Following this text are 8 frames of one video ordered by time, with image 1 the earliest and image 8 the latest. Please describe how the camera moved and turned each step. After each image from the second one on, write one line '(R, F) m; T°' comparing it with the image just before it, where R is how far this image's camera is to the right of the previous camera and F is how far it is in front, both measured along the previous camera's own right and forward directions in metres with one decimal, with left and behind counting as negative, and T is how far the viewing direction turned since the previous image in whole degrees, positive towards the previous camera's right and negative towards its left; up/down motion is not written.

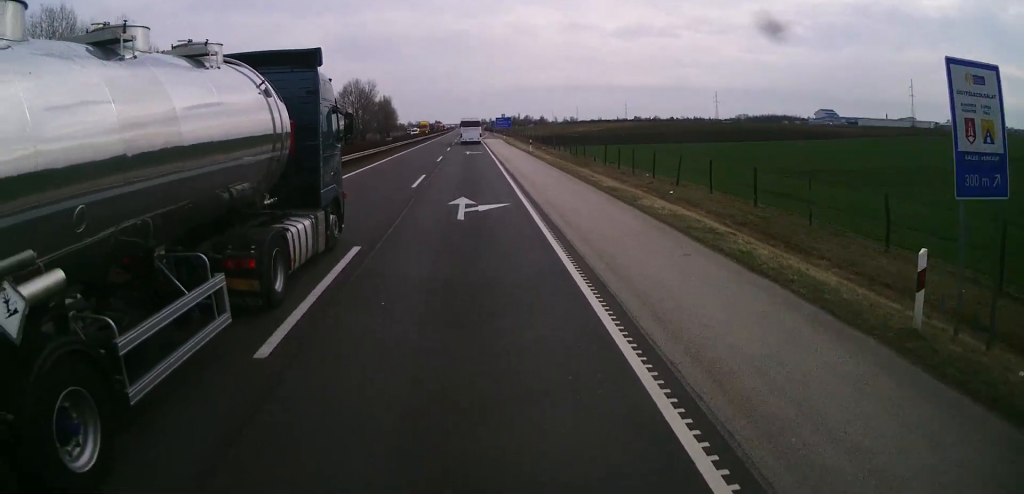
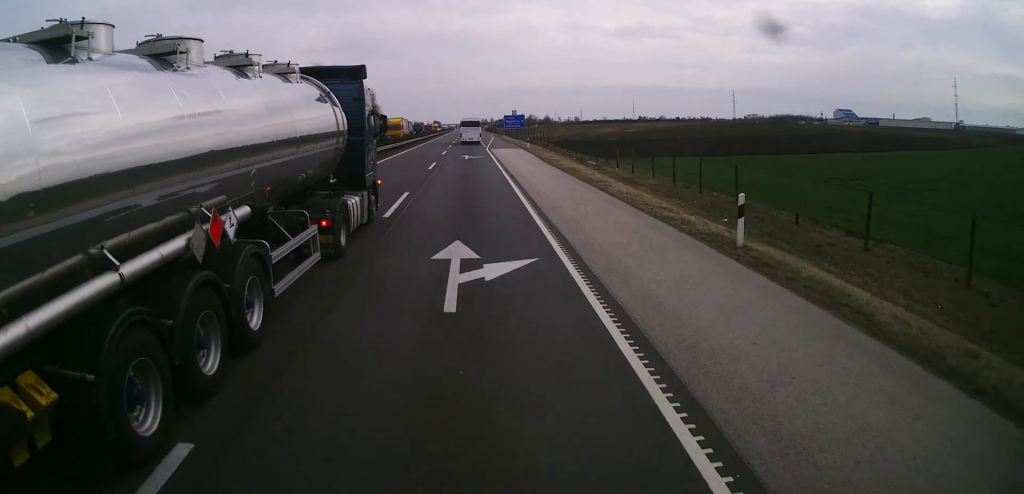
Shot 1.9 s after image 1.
(+1.1, +44.2) m; +1°
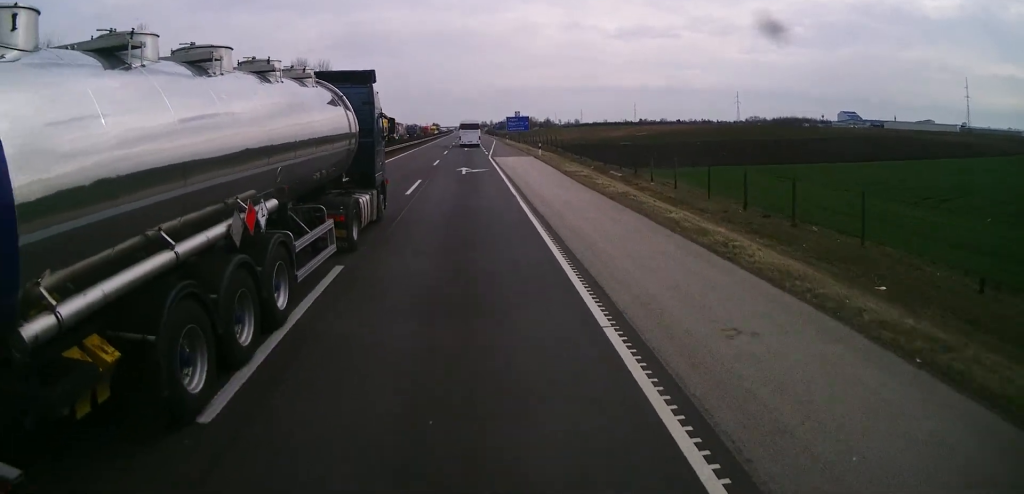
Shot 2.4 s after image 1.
(-0.1, +11.6) m; 0°
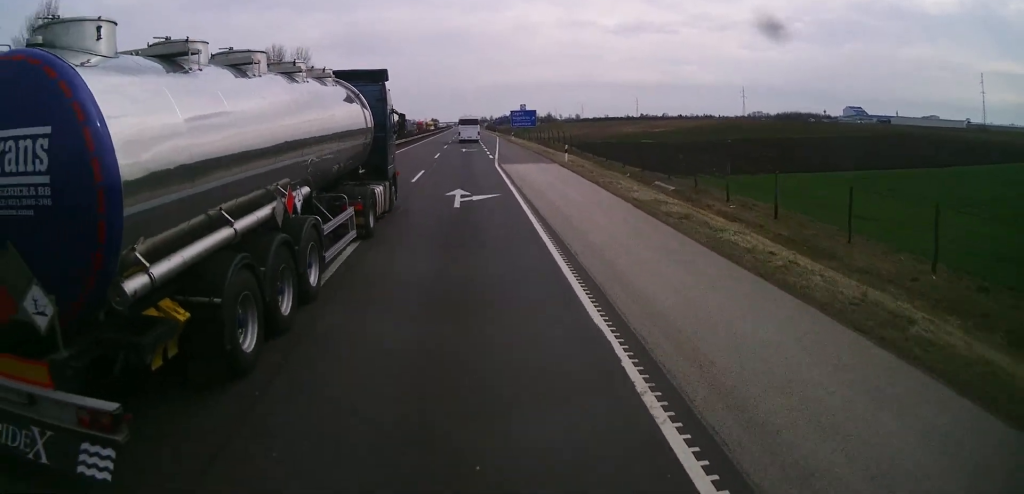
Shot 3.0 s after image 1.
(-0.4, +14.7) m; -1°
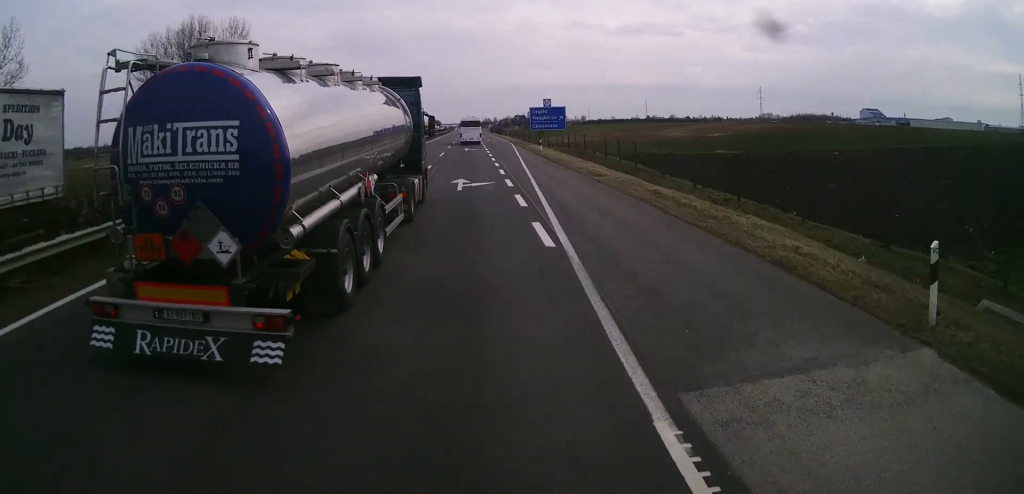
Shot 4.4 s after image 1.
(+0.5, +31.0) m; +1°
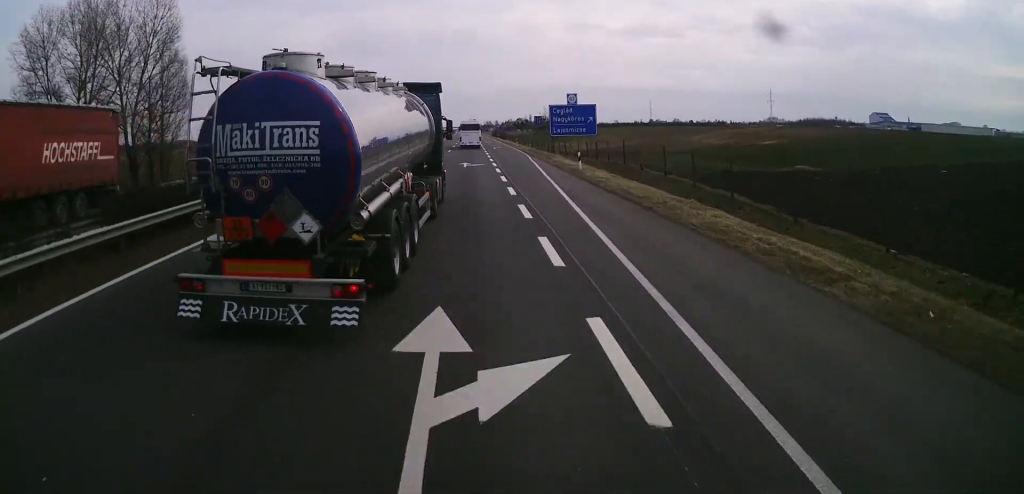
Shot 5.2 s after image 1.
(+0.2, +19.3) m; -1°
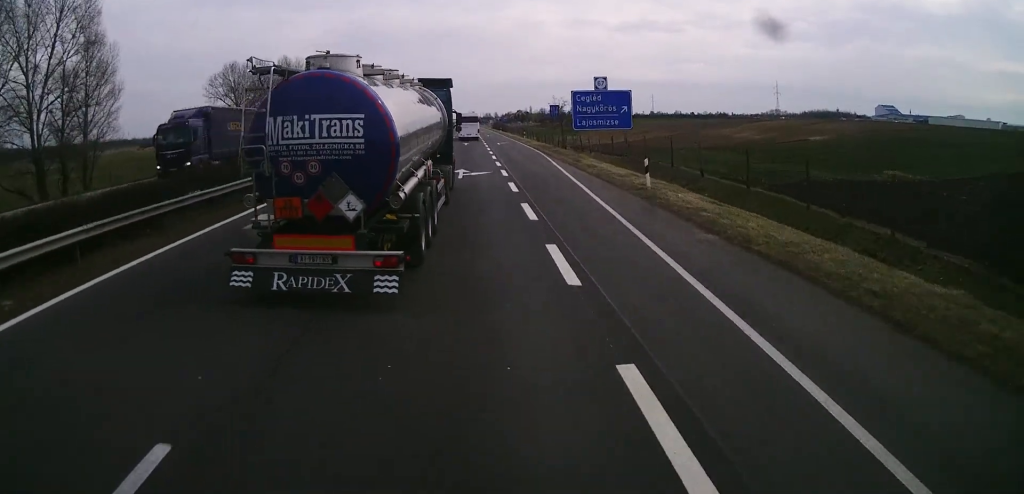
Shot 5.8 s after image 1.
(-0.3, +13.9) m; -1°
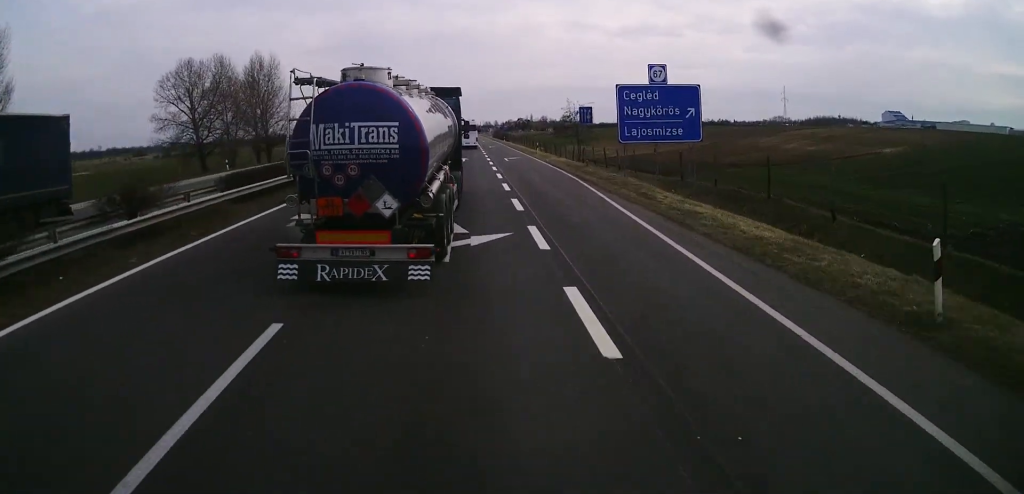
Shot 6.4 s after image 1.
(-0.1, +14.6) m; 0°
